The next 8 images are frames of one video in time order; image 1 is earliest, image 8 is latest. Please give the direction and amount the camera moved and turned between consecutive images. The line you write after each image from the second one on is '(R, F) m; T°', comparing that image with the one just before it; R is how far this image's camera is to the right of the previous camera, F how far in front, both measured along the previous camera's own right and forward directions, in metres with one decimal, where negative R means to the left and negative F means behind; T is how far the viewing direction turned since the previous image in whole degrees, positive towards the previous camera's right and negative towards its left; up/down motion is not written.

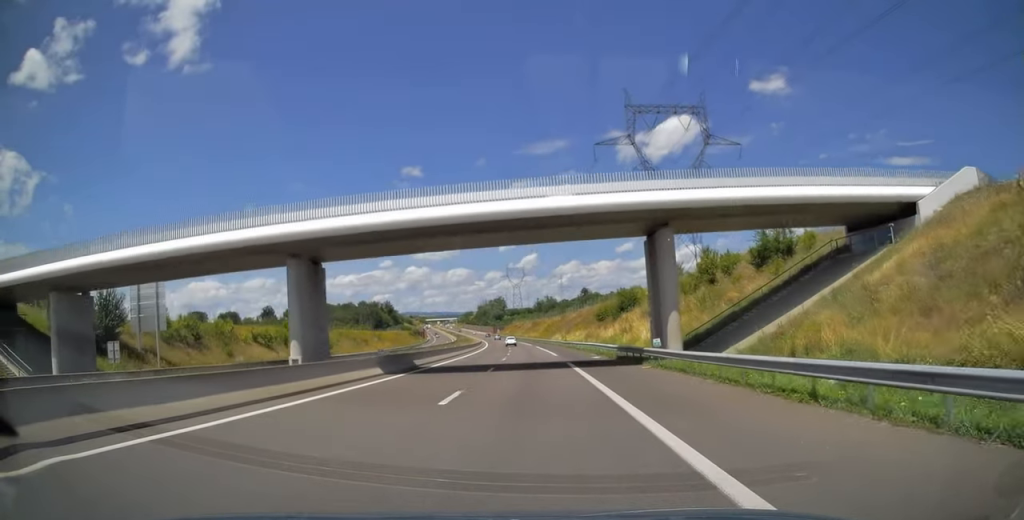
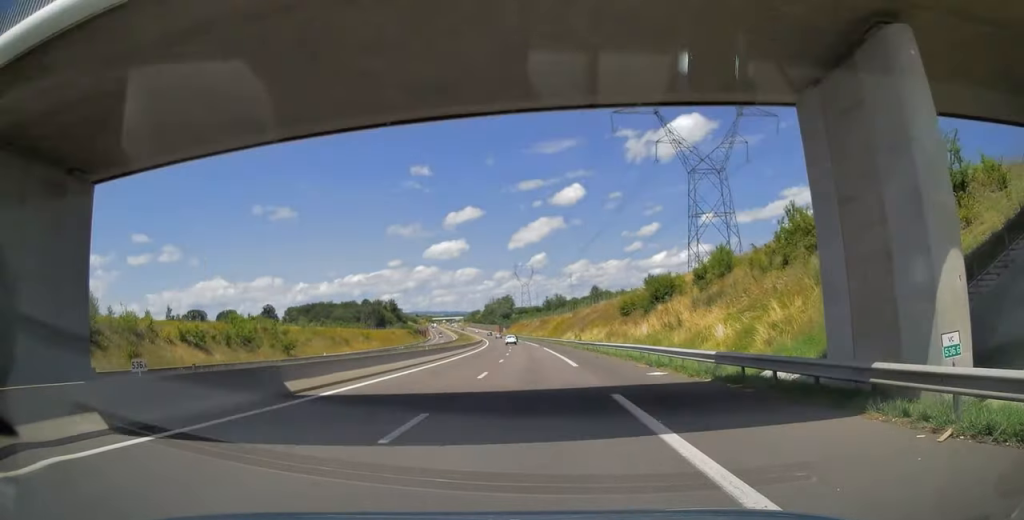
(-0.2, +18.1) m; -1°
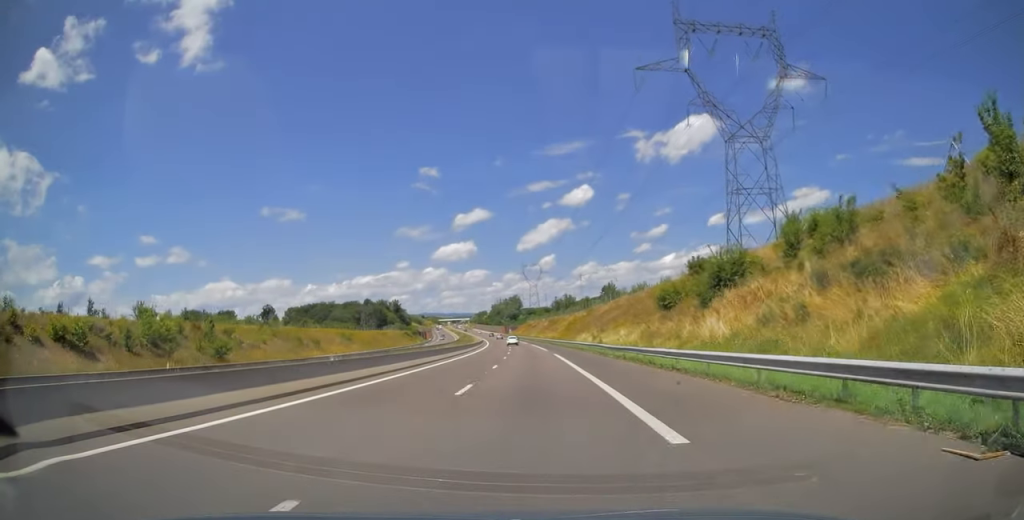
(0.0, +19.1) m; -1°
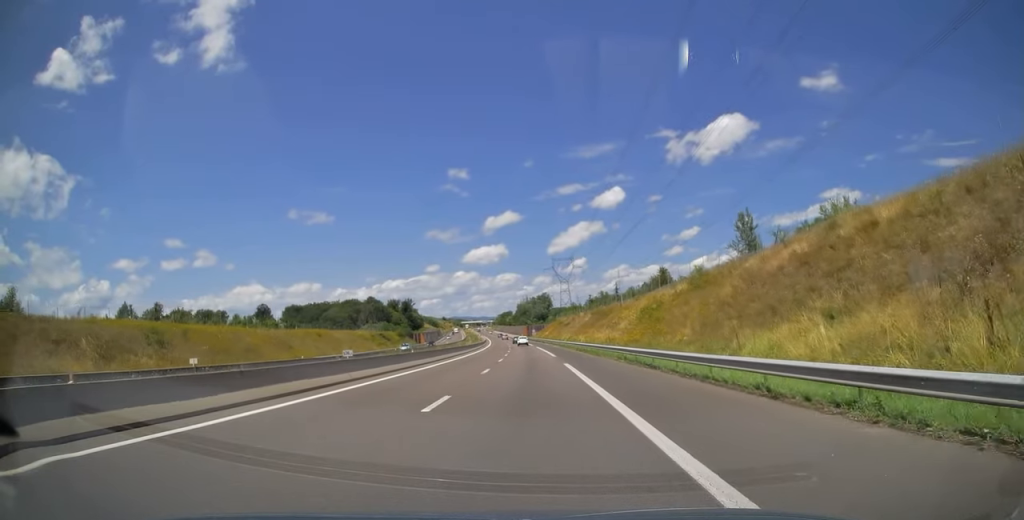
(-2.2, +68.6) m; -3°
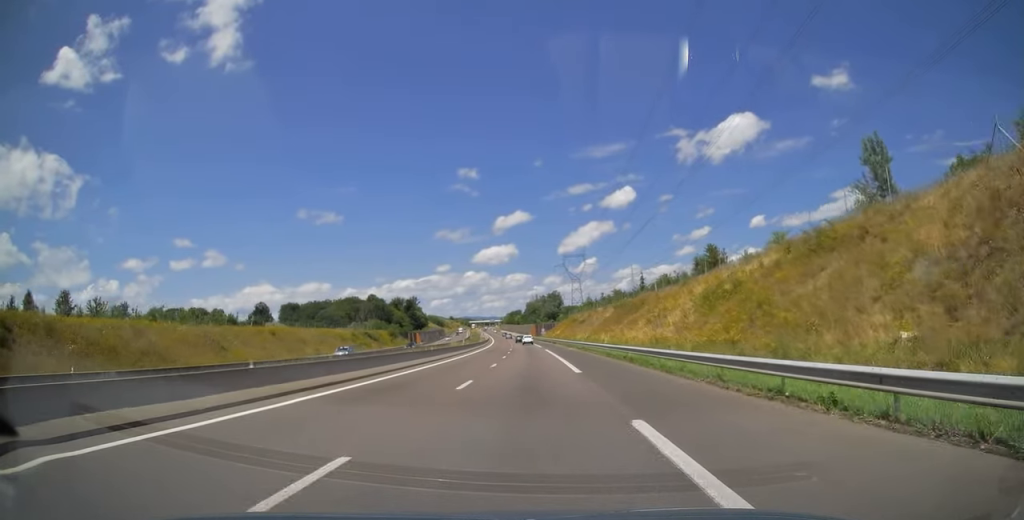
(+0.2, +21.2) m; 0°
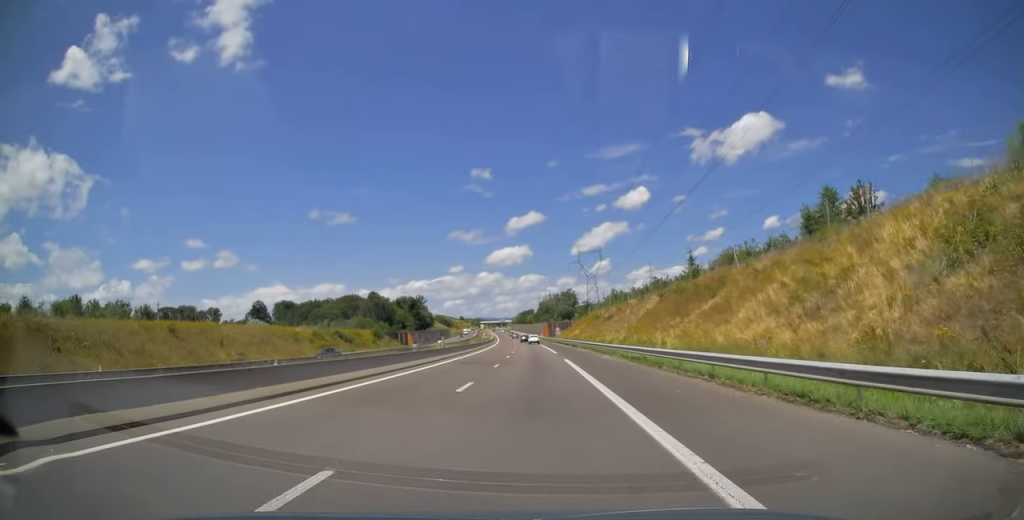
(-0.3, +26.8) m; -1°
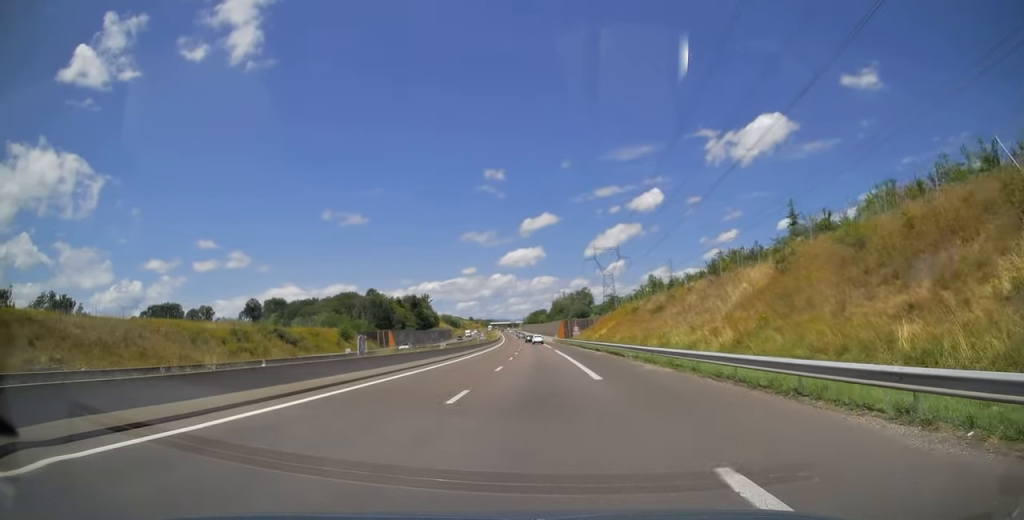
(-0.5, +29.3) m; -1°
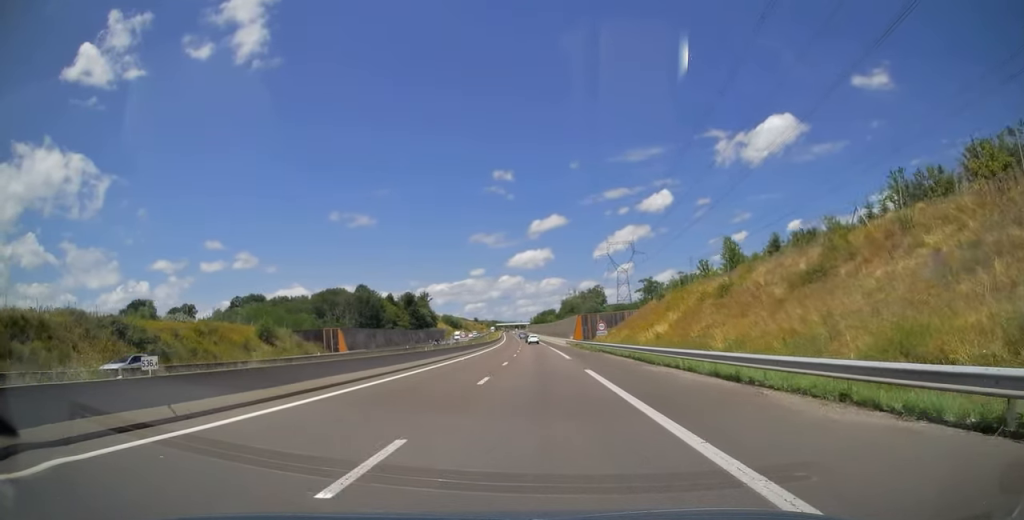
(-0.3, +33.9) m; -1°
